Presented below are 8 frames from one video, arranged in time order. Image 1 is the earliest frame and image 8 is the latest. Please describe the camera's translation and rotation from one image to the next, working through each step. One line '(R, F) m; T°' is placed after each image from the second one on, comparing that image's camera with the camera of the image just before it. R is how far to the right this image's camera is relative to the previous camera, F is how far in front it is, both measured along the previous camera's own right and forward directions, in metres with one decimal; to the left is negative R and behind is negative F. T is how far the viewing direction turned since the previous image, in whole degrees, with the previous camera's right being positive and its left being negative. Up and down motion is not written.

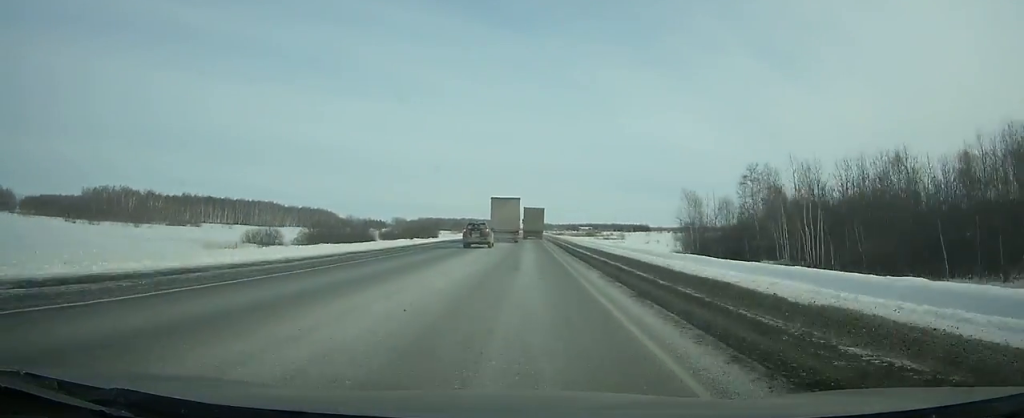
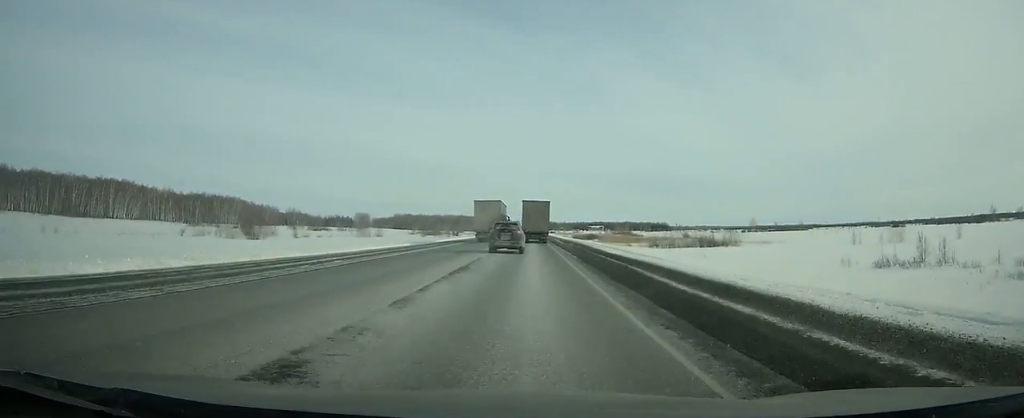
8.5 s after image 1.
(+0.1, +205.7) m; 0°
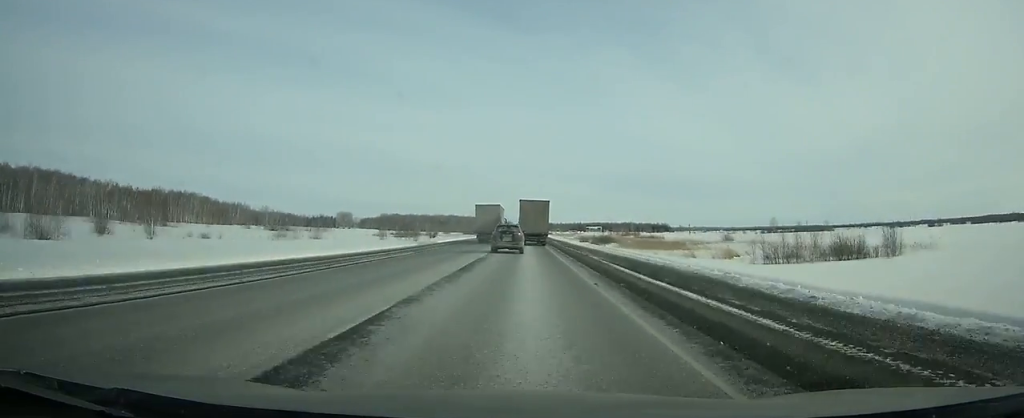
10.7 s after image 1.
(0.0, +53.2) m; 0°
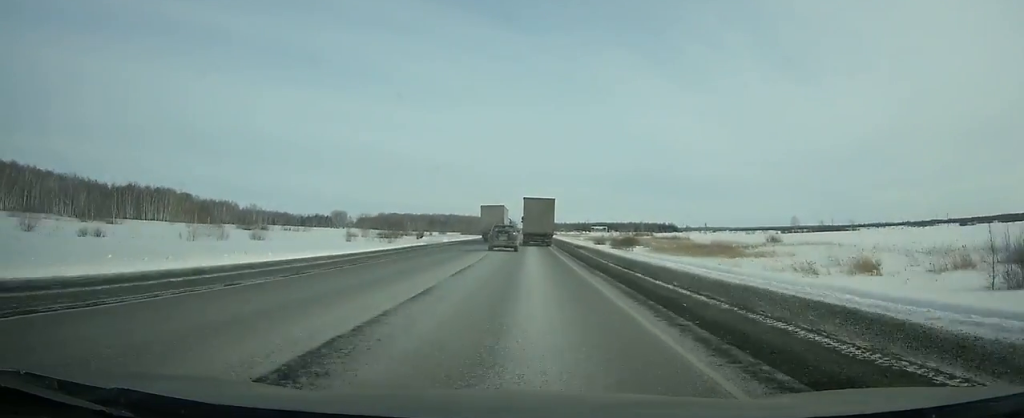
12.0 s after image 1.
(+0.1, +31.5) m; 0°
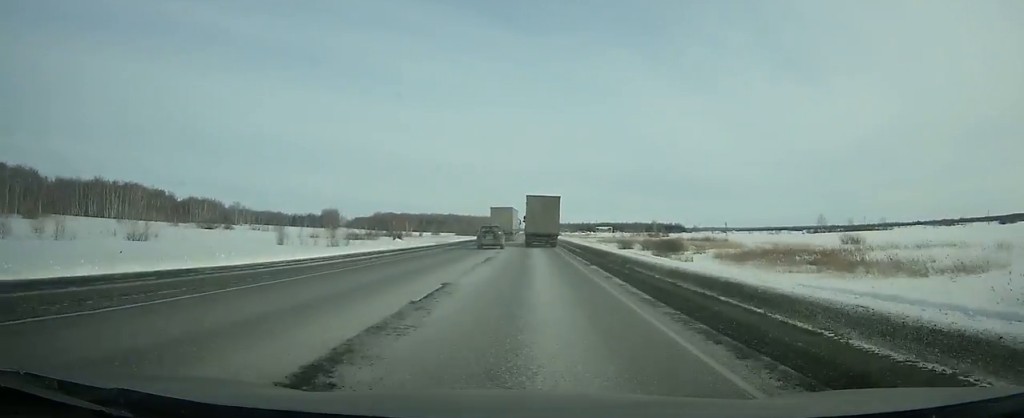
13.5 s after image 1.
(0.0, +36.7) m; 0°
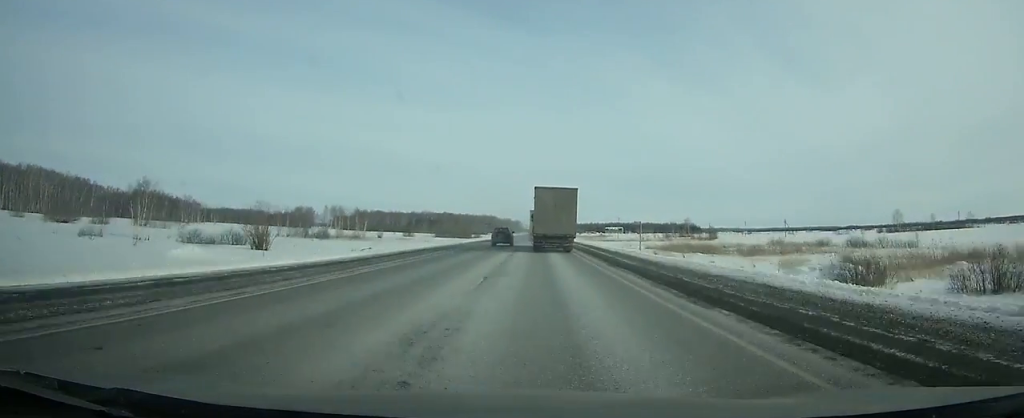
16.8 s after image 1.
(-0.3, +81.7) m; 0°
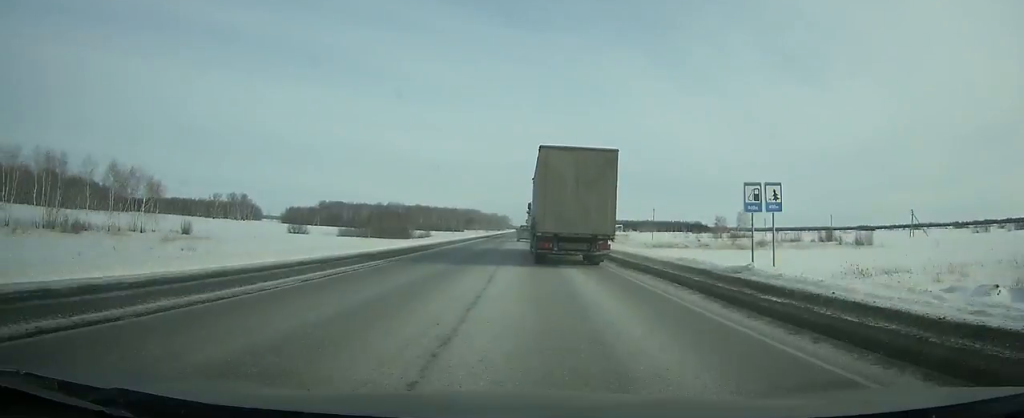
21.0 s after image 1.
(+0.1, +106.1) m; 0°
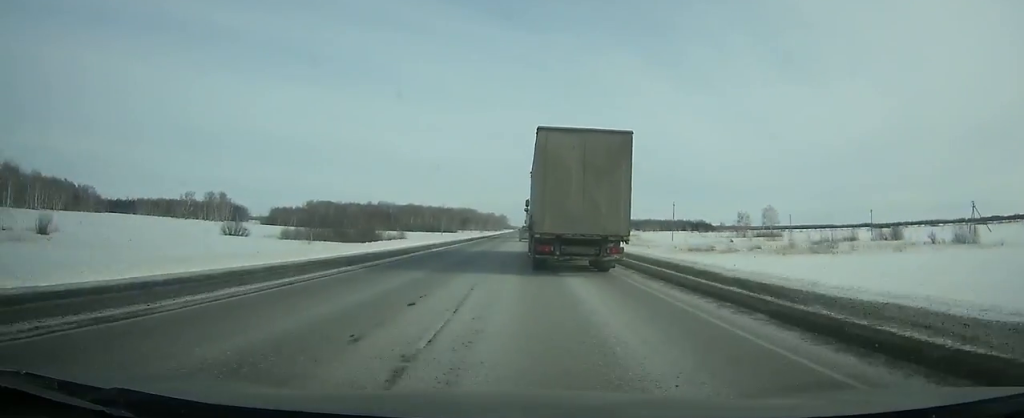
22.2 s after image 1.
(0.0, +30.9) m; 0°
